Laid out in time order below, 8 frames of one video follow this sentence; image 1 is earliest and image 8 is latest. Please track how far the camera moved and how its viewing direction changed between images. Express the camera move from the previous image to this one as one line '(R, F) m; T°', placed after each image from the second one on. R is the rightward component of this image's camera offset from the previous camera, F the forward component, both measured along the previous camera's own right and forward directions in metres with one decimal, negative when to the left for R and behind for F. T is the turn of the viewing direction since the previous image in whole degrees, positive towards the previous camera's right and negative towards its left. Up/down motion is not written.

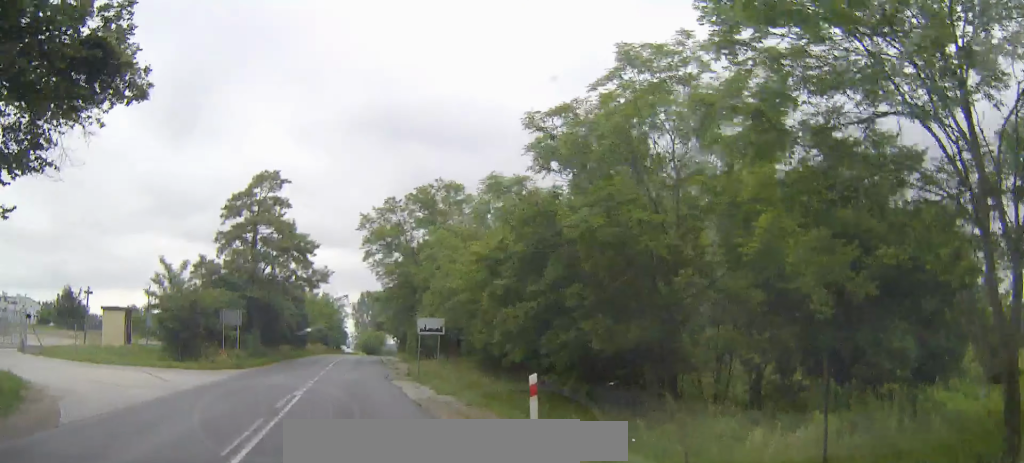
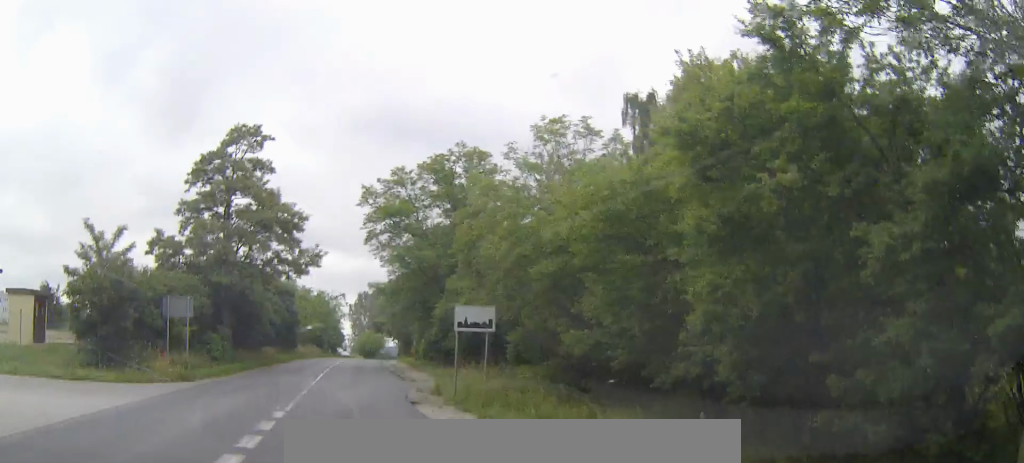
(0.0, +11.6) m; 0°
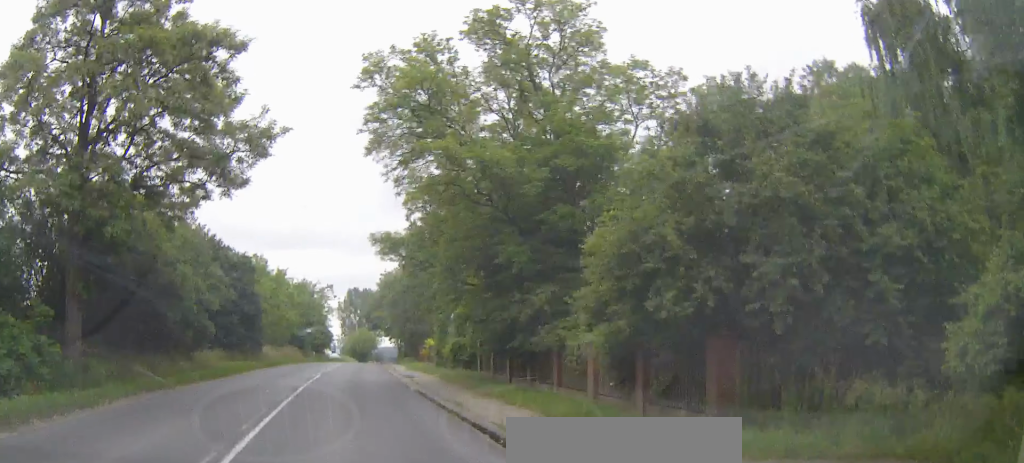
(+0.1, +22.2) m; +1°
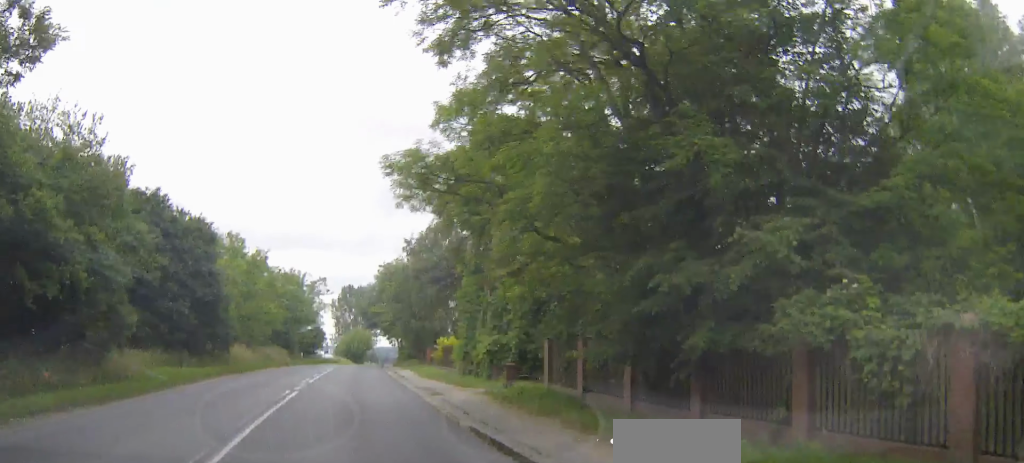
(+0.1, +11.9) m; +1°
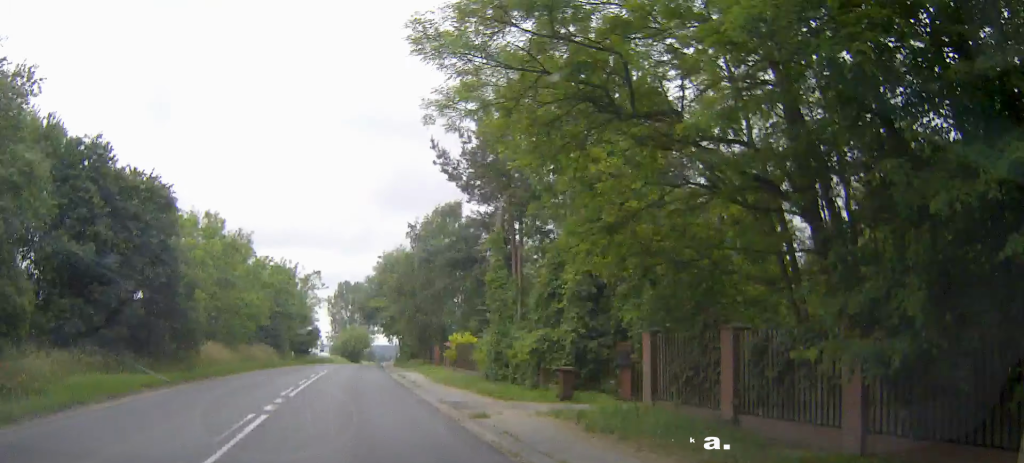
(0.0, +7.2) m; 0°
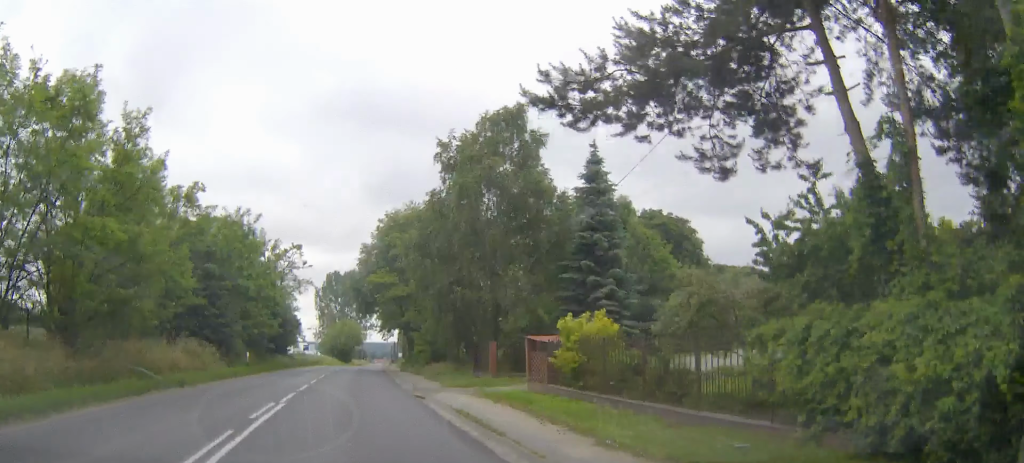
(+0.1, +23.5) m; +1°
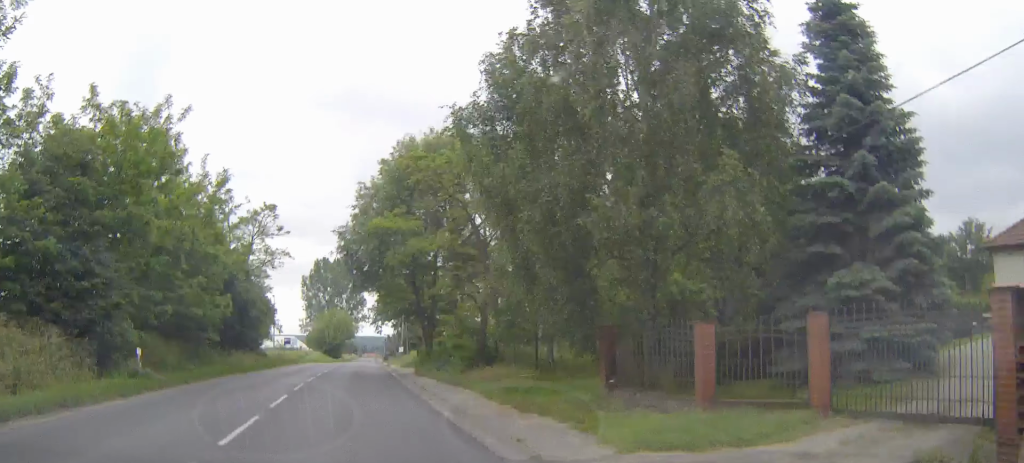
(+0.1, +19.4) m; 0°
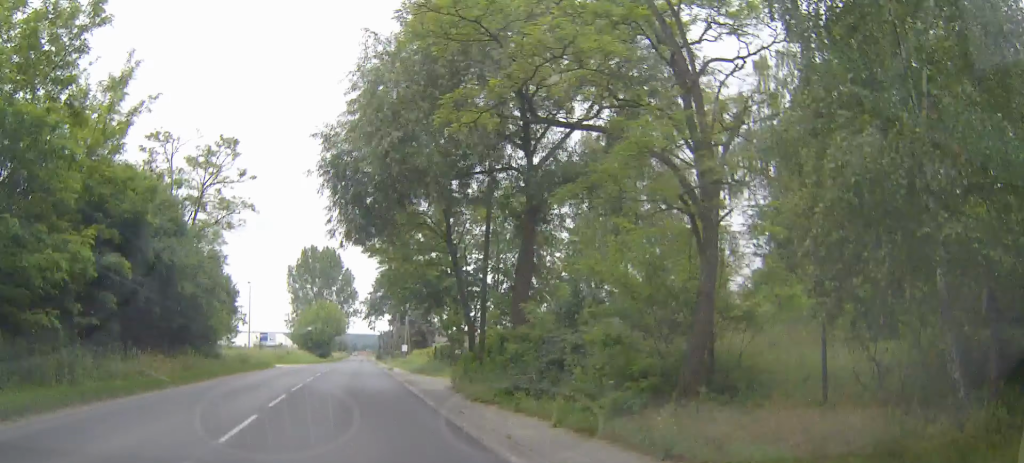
(-0.1, +17.7) m; +1°
